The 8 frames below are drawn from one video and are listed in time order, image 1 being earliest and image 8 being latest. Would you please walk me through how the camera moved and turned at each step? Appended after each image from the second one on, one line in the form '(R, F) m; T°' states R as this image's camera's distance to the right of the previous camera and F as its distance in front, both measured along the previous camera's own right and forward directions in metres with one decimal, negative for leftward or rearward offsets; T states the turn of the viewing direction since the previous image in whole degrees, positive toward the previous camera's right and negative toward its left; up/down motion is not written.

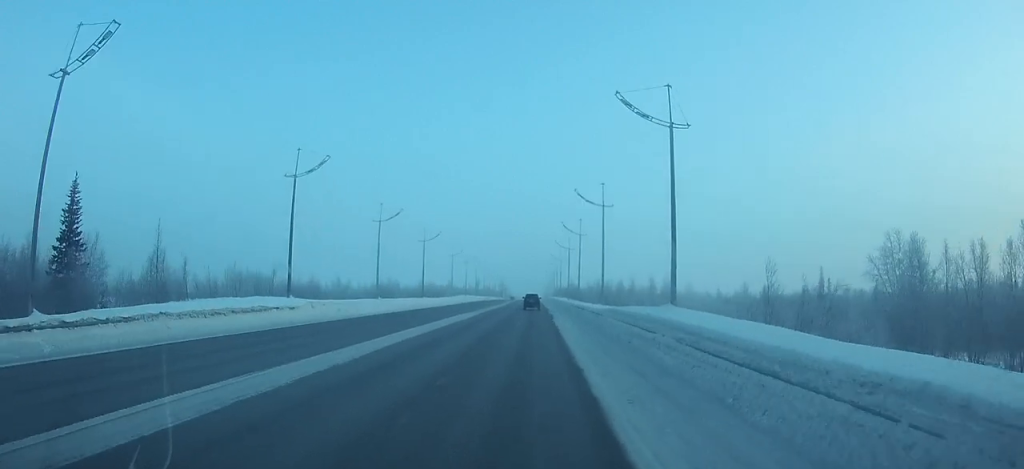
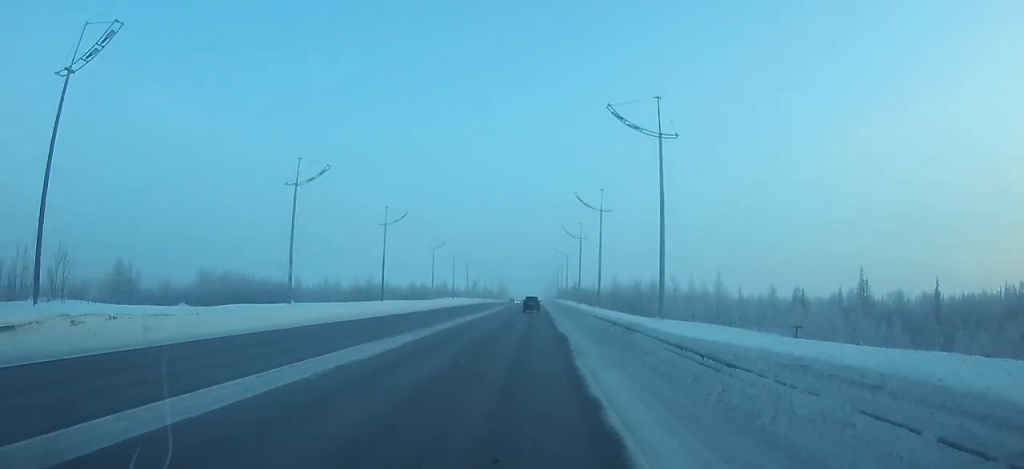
(-0.1, +24.0) m; 0°
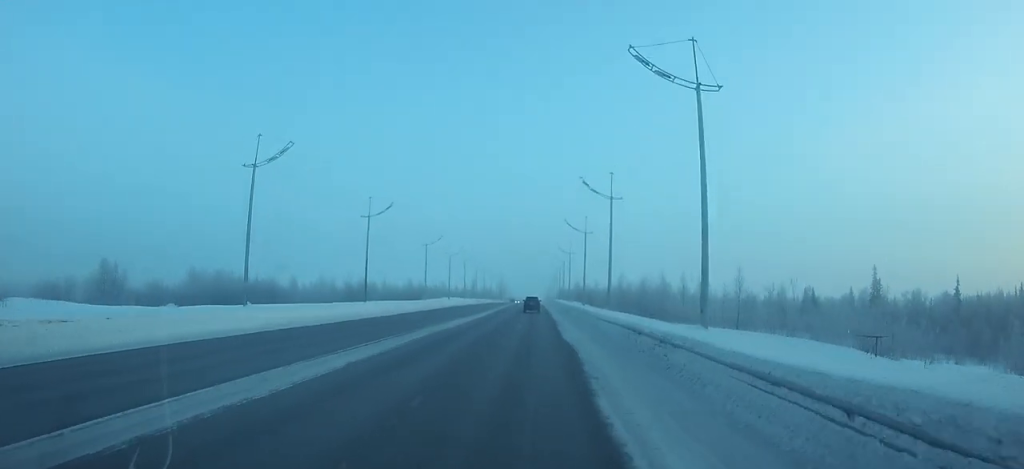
(0.0, +6.9) m; 0°
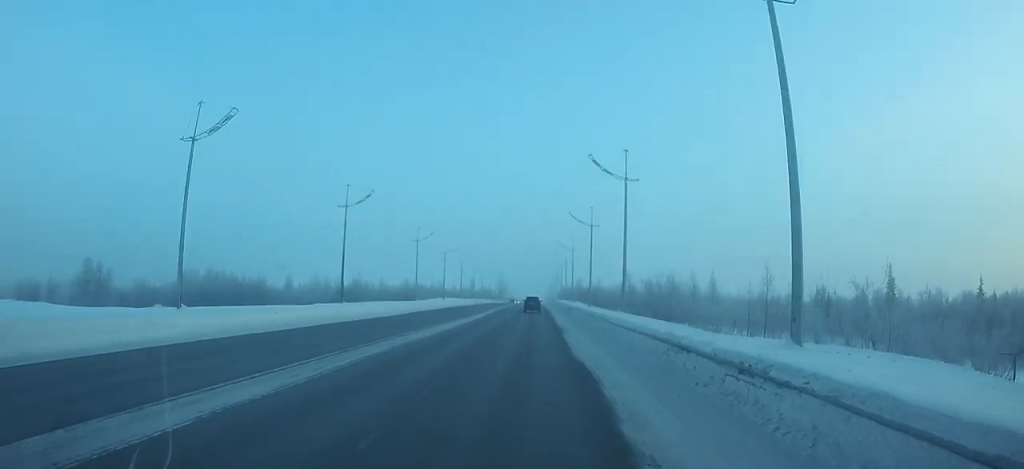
(0.0, +7.4) m; 0°
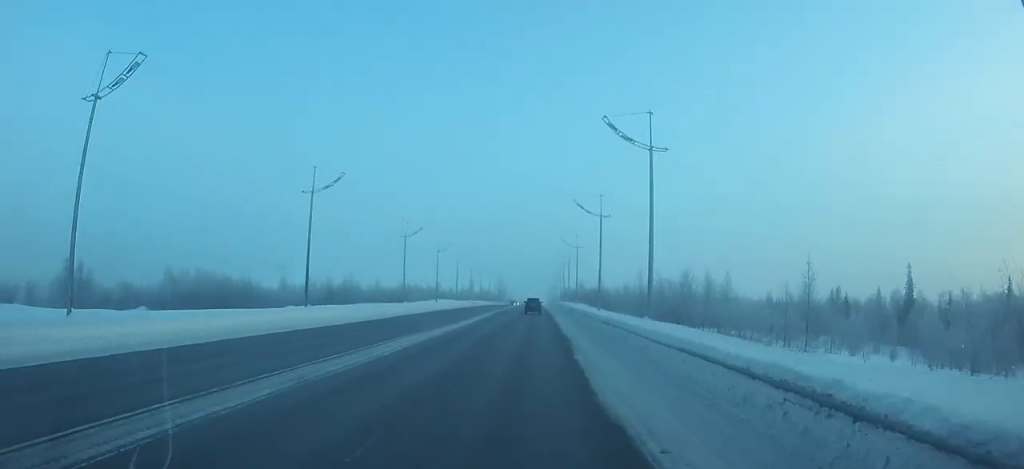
(0.0, +8.5) m; 0°
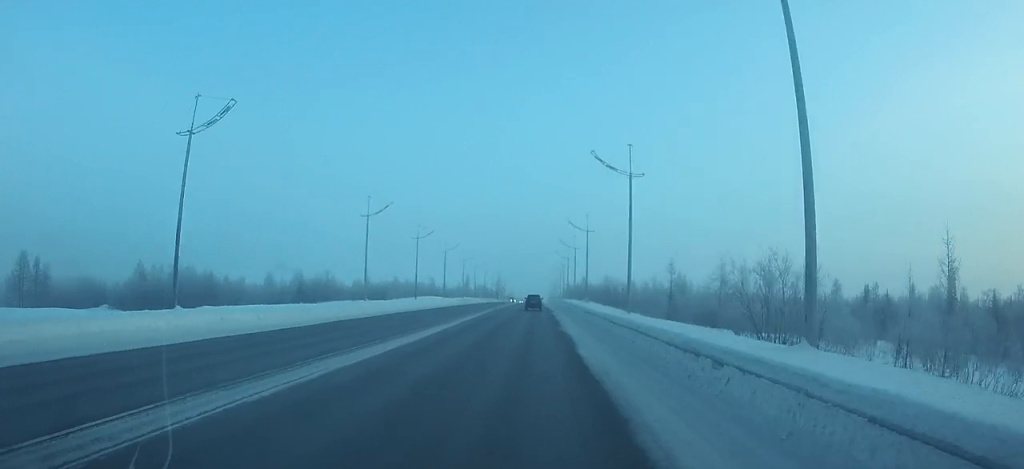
(0.0, +17.5) m; 0°
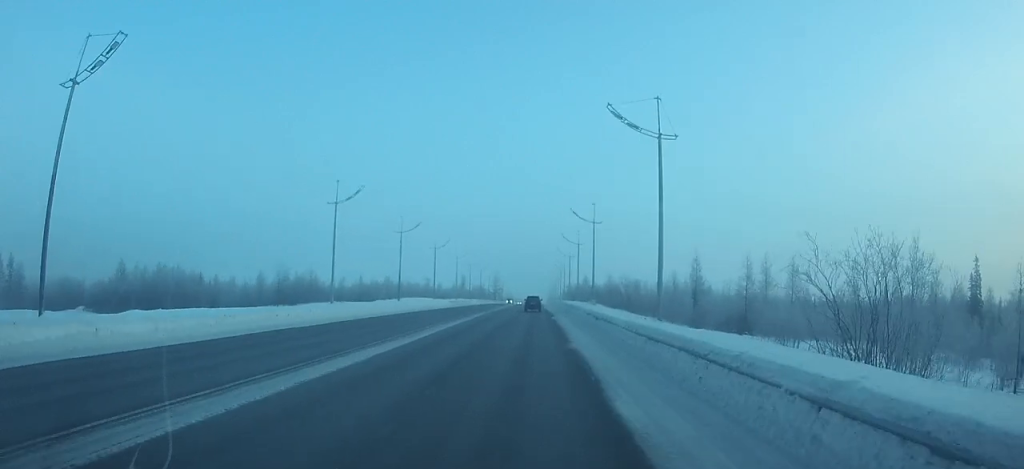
(0.0, +9.5) m; 0°
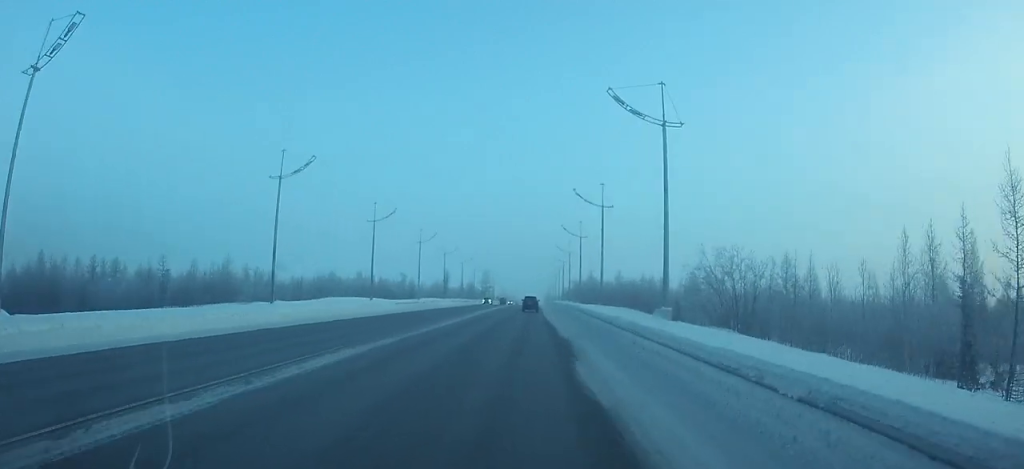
(+0.1, +35.9) m; 0°
